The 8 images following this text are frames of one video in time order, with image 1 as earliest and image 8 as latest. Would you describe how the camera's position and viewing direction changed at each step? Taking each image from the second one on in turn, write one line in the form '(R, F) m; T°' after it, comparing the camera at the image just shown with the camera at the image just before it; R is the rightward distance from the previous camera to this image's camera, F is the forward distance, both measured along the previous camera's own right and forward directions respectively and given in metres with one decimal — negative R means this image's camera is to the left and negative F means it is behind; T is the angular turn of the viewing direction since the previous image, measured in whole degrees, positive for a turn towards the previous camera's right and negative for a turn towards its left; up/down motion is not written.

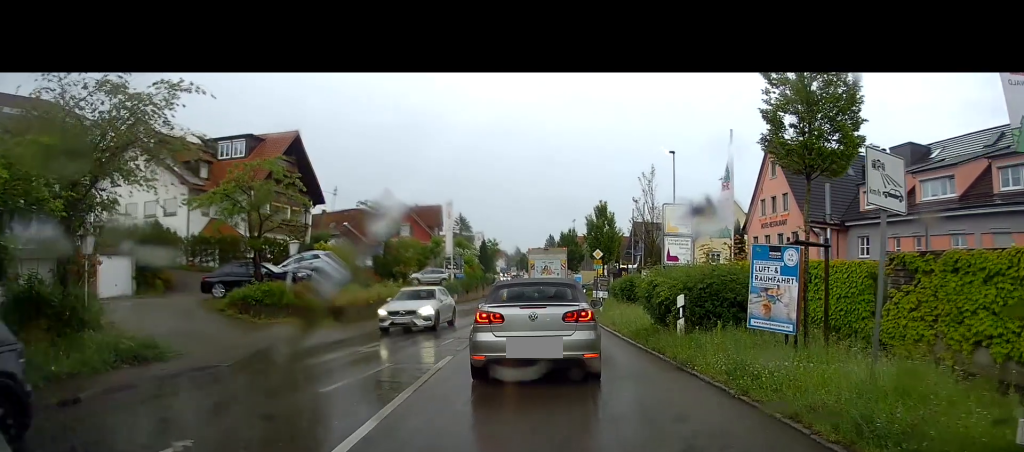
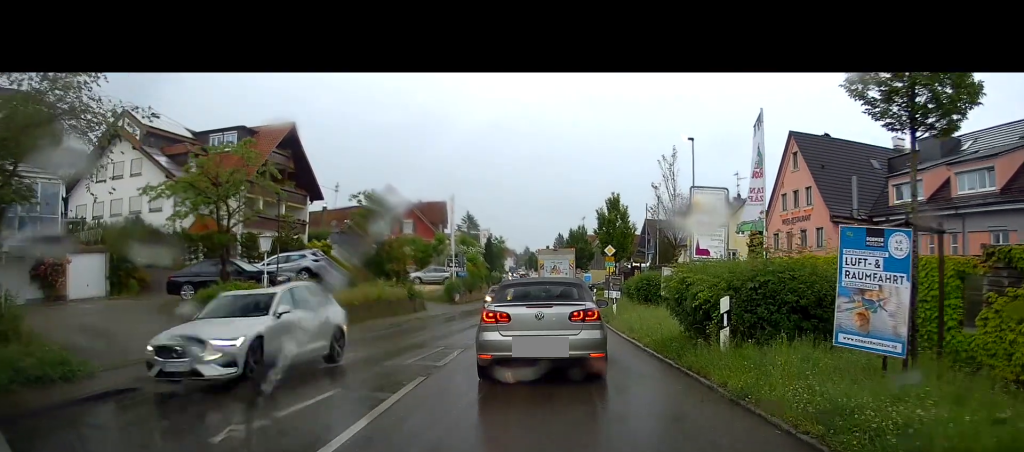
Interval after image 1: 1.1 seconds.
(-0.1, +2.8) m; 0°
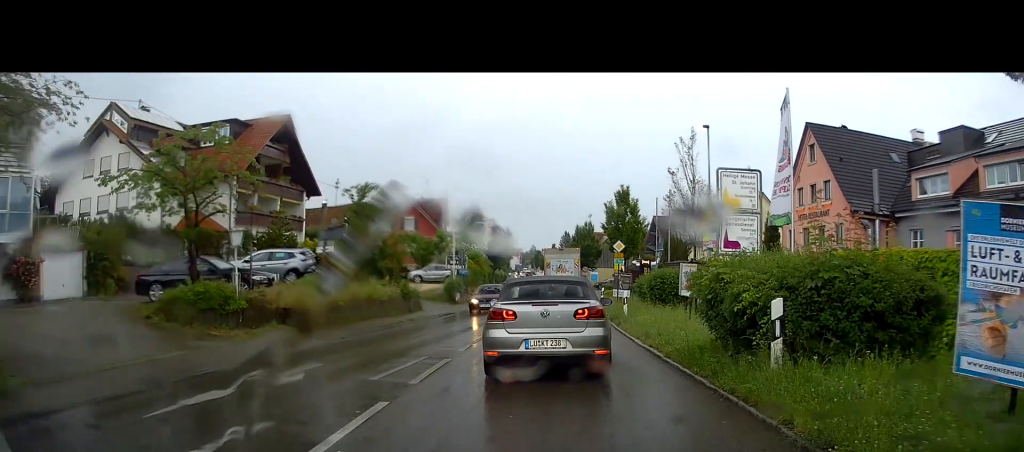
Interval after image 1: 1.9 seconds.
(0.0, +2.2) m; 0°
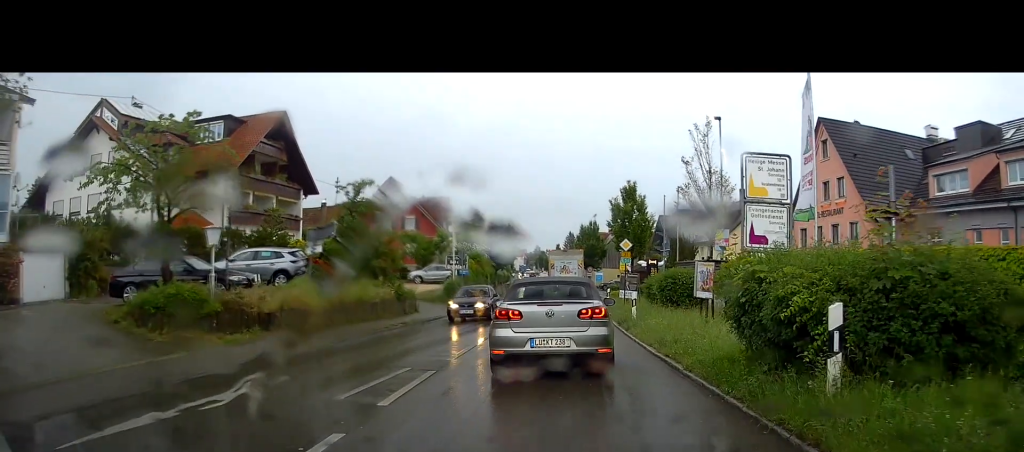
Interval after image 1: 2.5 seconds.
(0.0, +1.7) m; 0°
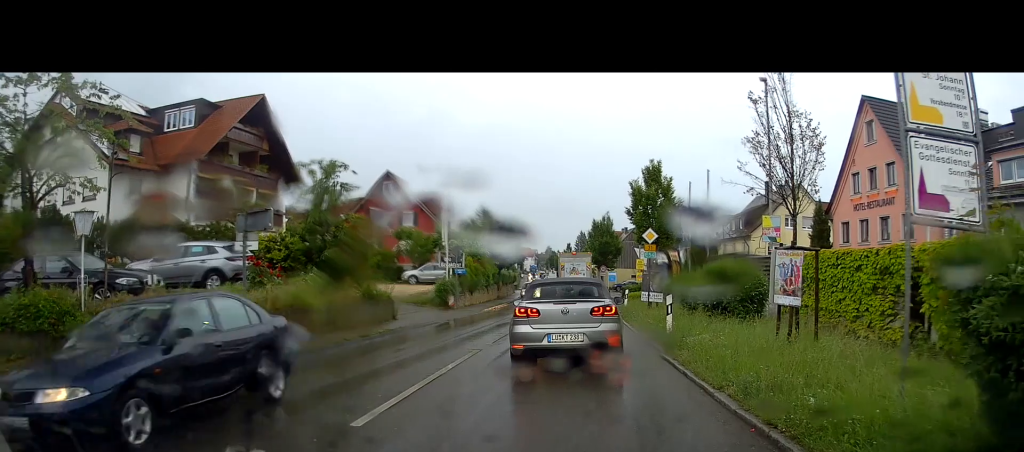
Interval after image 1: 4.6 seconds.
(0.0, +5.6) m; 0°
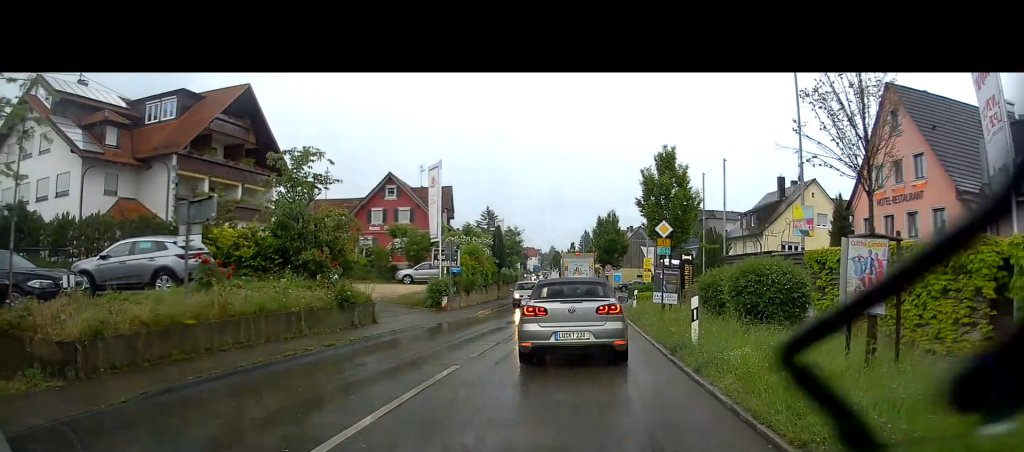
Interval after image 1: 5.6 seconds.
(0.0, +2.7) m; 0°
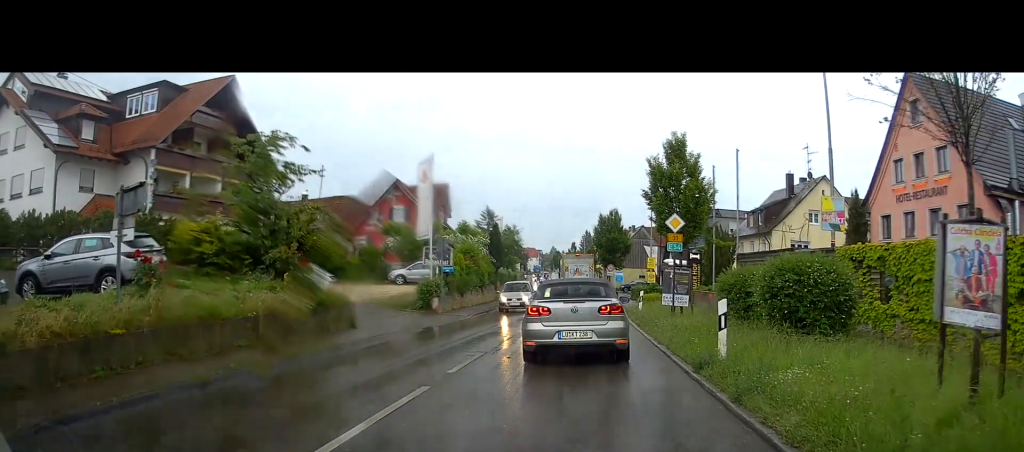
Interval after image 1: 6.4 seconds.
(0.0, +2.2) m; +1°
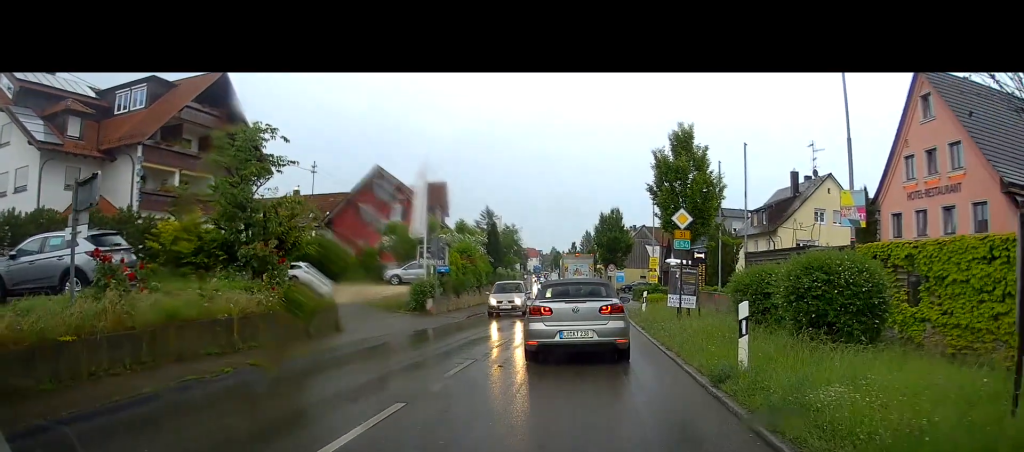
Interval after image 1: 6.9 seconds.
(0.0, +1.3) m; +3°
